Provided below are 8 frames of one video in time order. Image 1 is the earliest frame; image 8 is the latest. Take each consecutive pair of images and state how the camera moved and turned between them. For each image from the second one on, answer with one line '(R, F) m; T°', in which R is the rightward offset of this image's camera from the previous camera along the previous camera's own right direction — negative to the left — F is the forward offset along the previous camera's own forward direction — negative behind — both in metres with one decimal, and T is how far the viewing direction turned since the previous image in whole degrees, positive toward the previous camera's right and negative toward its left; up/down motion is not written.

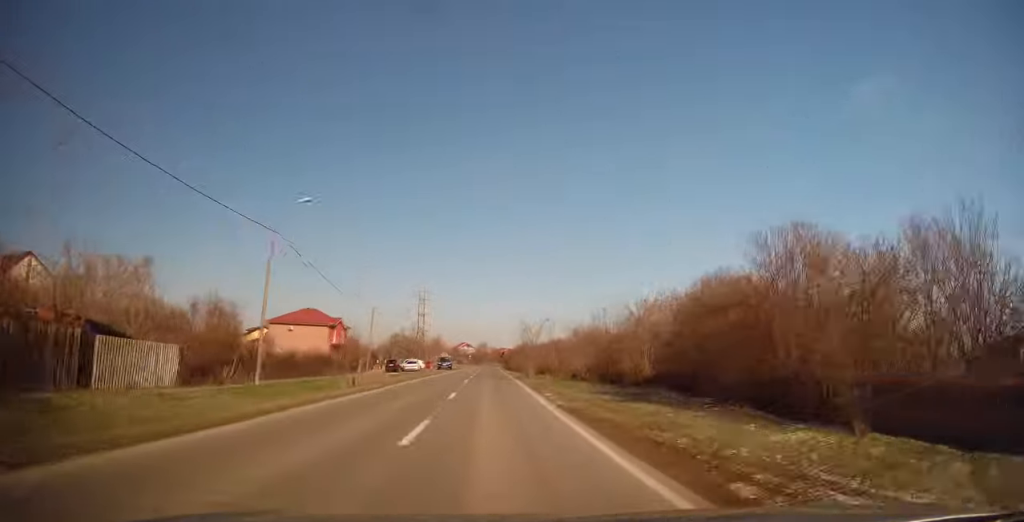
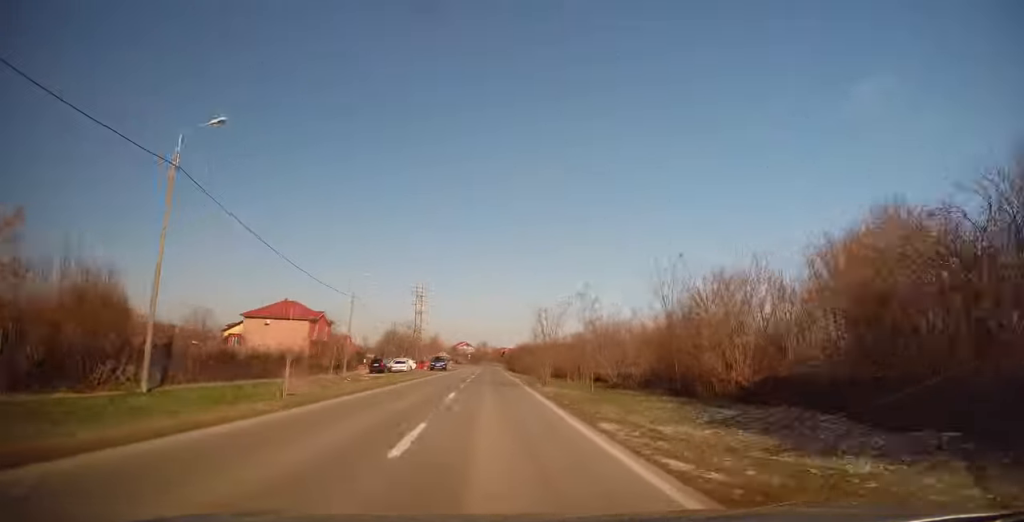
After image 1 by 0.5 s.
(0.0, +8.9) m; 0°
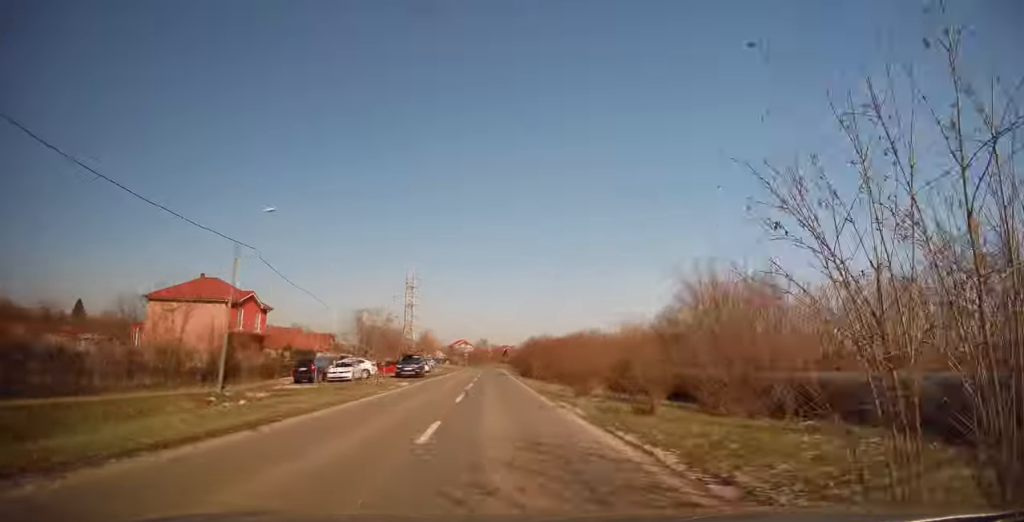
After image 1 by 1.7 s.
(-0.1, +21.0) m; -1°
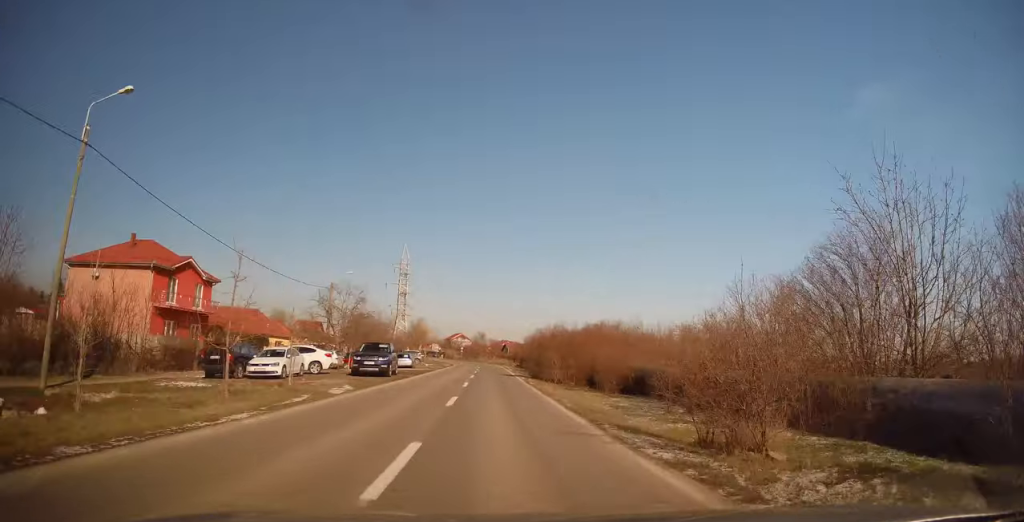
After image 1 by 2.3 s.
(0.0, +9.1) m; 0°
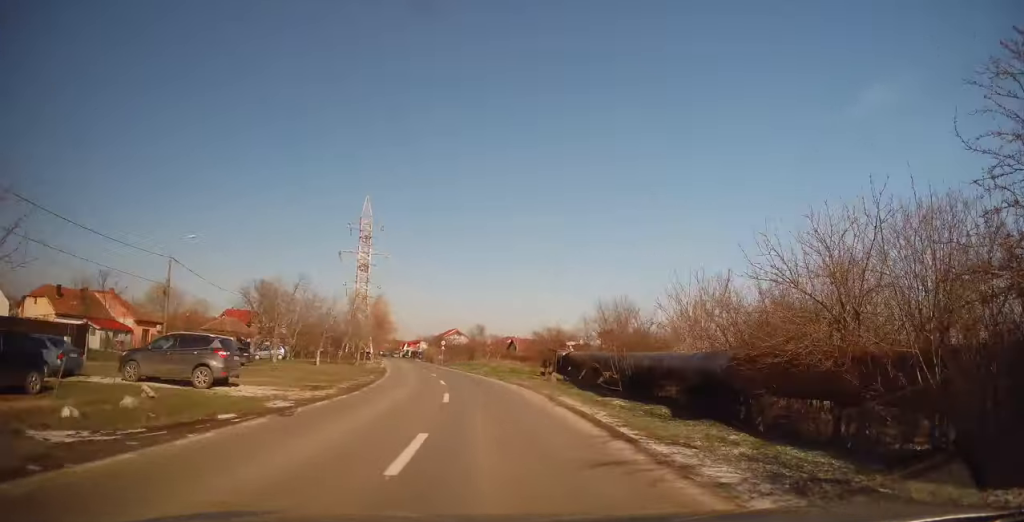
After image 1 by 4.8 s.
(+0.4, +40.7) m; 0°
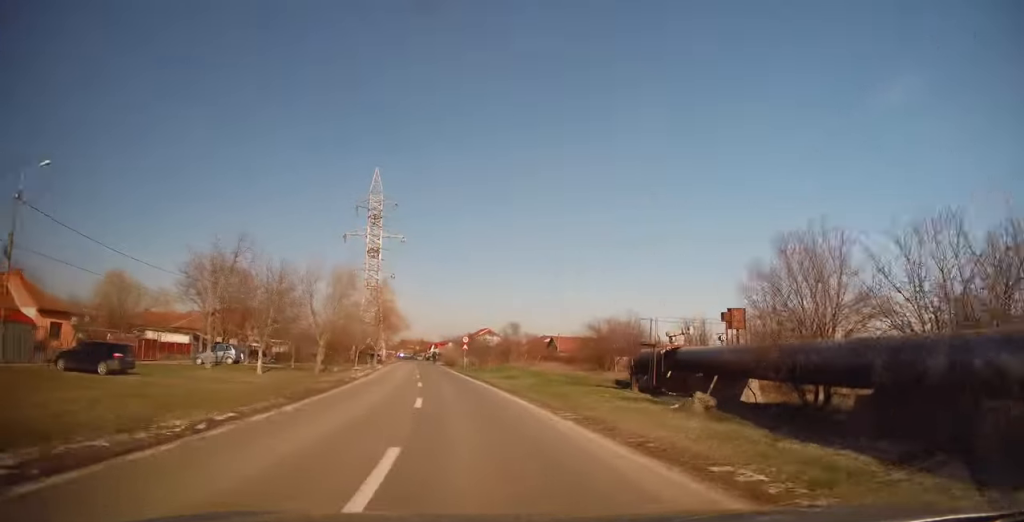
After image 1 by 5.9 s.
(-0.3, +18.8) m; -2°
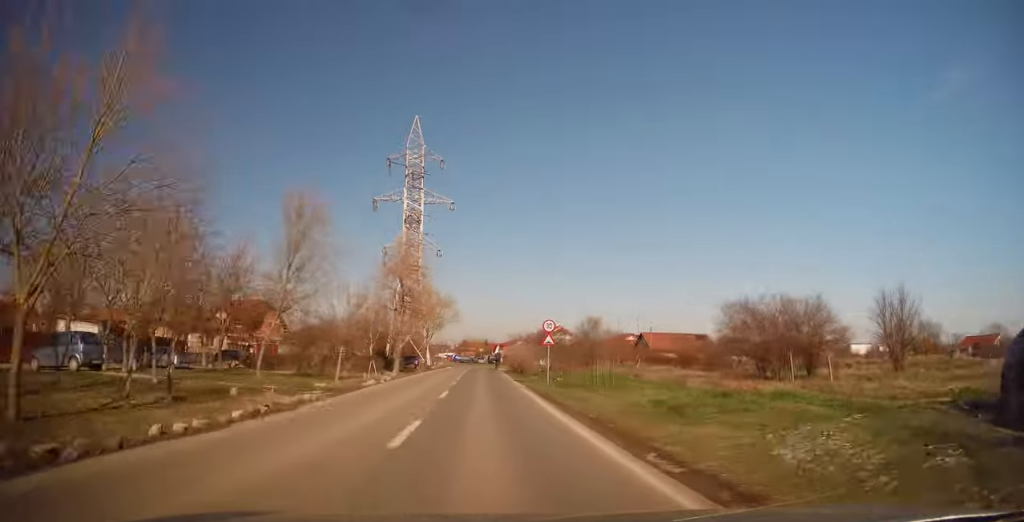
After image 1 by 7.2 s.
(-0.9, +23.8) m; -5°
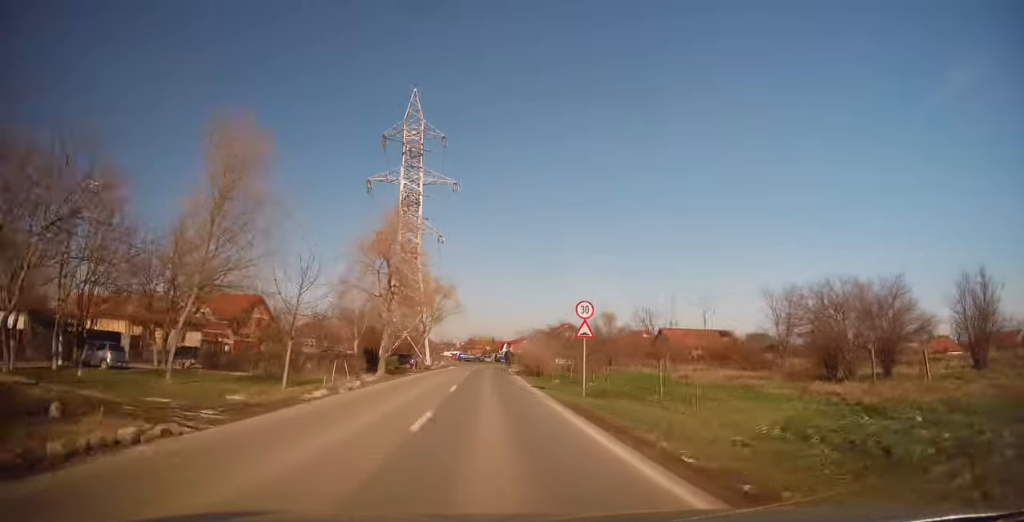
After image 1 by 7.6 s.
(-0.2, +7.8) m; -2°
